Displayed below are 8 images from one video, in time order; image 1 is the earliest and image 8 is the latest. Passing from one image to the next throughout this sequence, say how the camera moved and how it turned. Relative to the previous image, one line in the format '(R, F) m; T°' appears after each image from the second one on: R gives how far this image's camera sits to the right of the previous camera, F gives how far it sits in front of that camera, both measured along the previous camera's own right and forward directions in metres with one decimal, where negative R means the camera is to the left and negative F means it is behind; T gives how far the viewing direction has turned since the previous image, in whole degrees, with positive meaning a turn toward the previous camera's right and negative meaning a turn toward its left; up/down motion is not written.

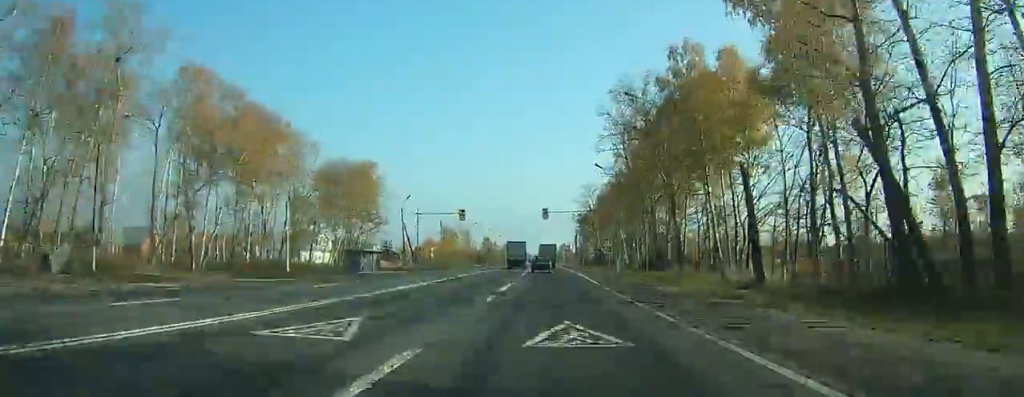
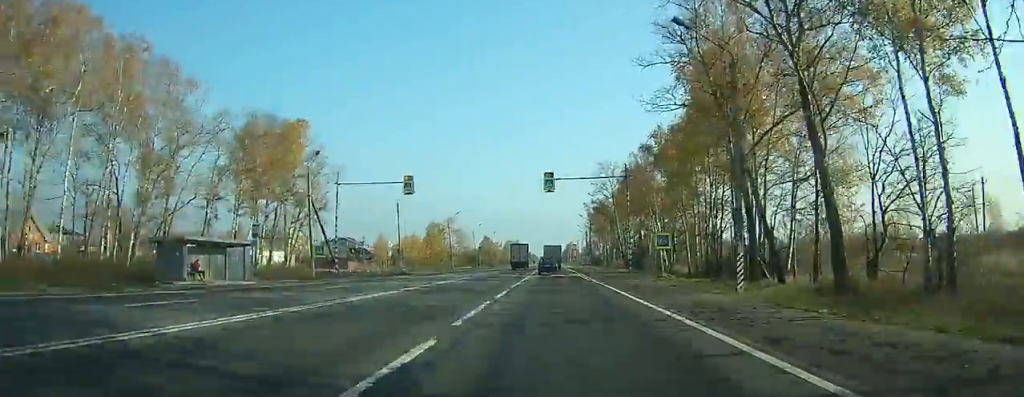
(0.0, +35.3) m; 0°
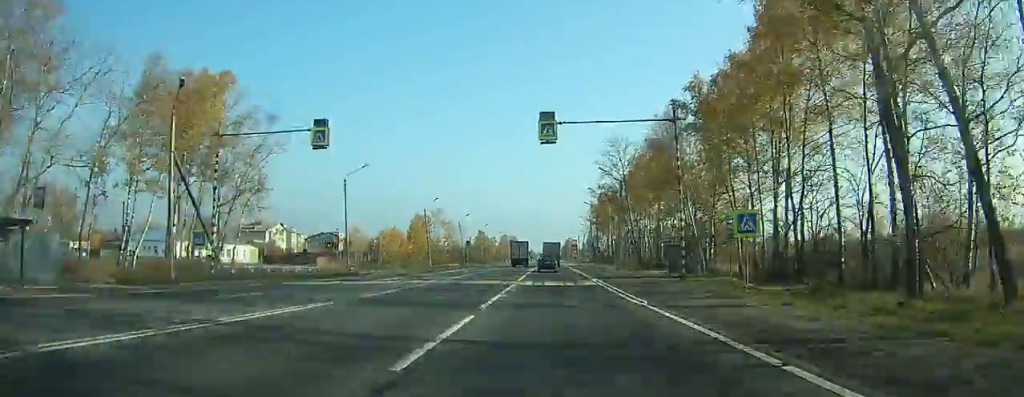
(0.0, +20.1) m; 0°
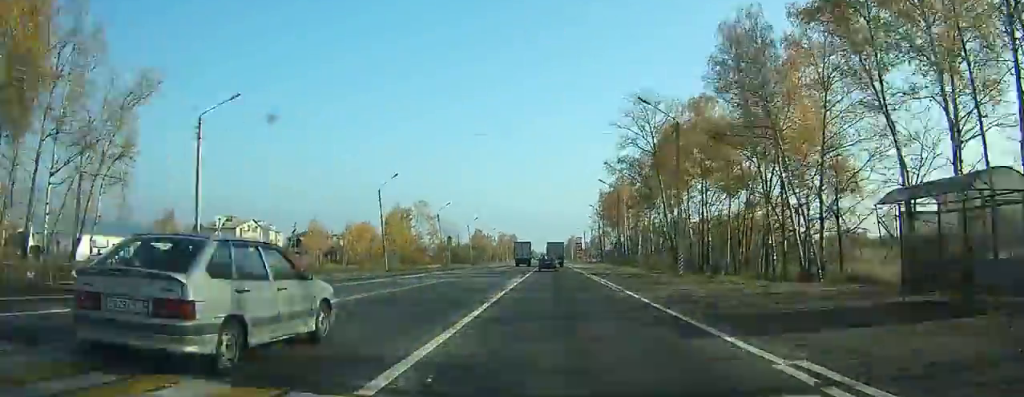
(-0.1, +26.3) m; 0°
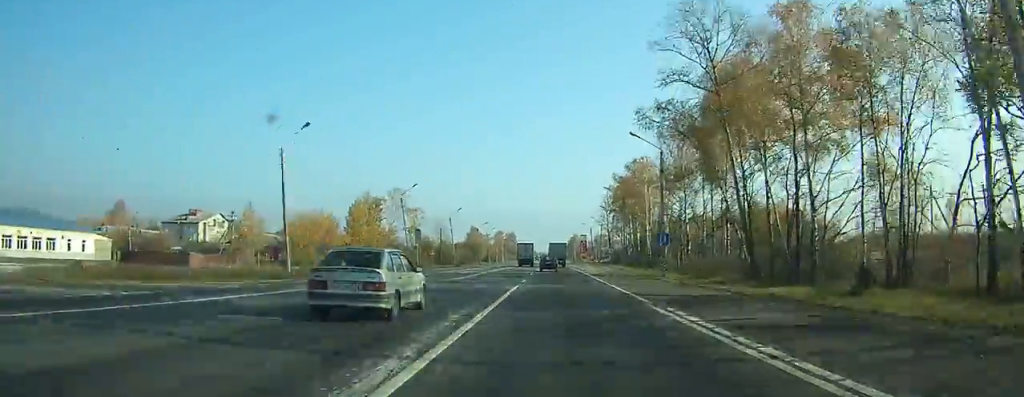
(-0.1, +26.1) m; 0°
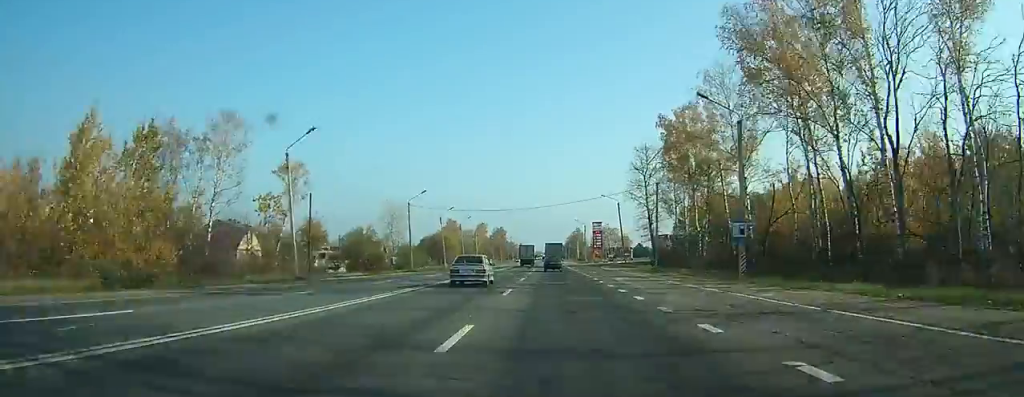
(0.0, +69.5) m; 0°
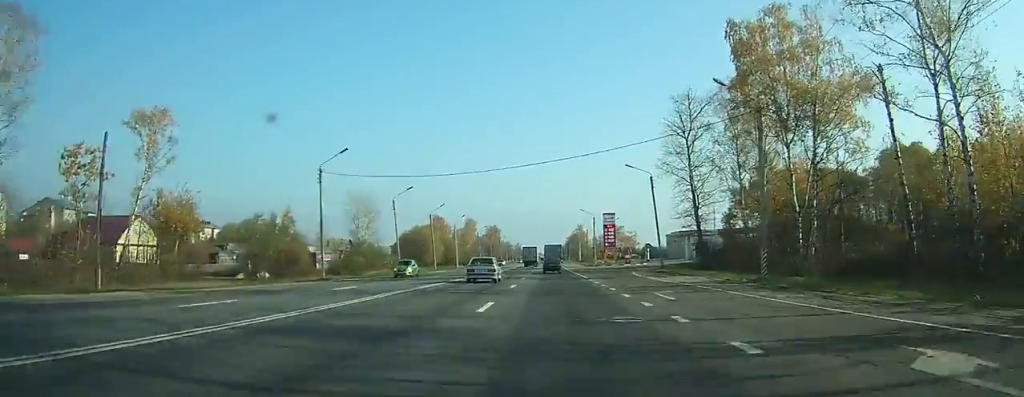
(0.0, +30.3) m; 0°
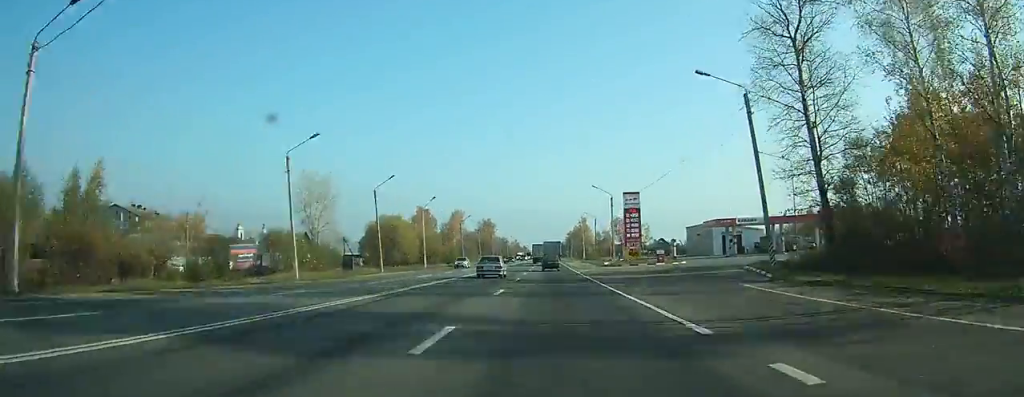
(0.0, +31.0) m; 0°
